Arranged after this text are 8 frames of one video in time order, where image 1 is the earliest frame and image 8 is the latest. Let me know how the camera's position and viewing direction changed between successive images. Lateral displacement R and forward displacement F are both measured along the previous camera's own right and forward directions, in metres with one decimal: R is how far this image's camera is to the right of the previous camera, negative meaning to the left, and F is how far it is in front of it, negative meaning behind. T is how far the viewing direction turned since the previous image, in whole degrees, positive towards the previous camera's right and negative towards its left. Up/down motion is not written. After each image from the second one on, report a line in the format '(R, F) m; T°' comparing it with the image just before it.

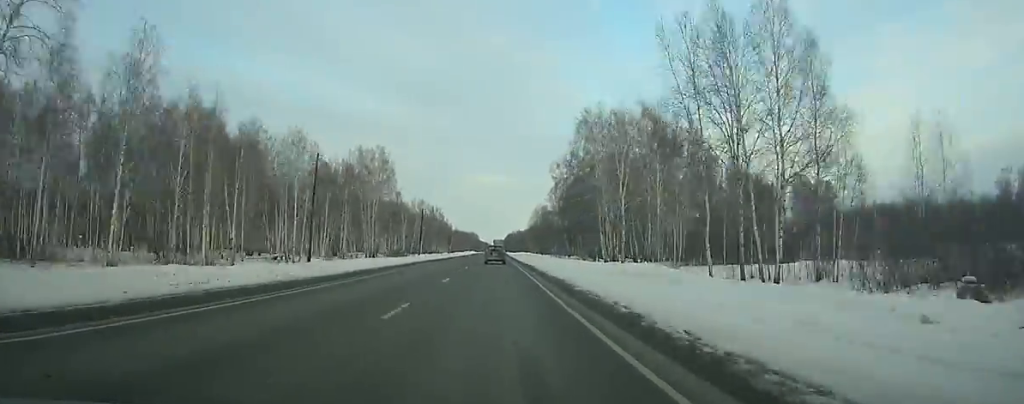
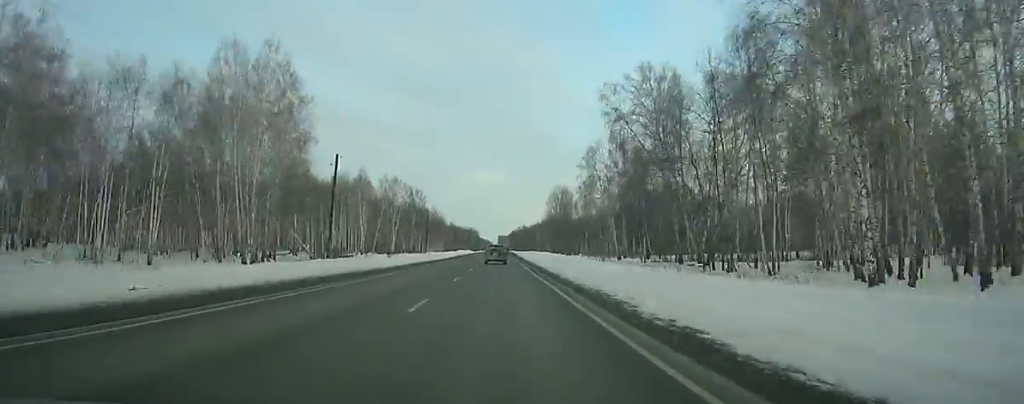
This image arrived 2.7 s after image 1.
(-0.1, +69.2) m; 0°
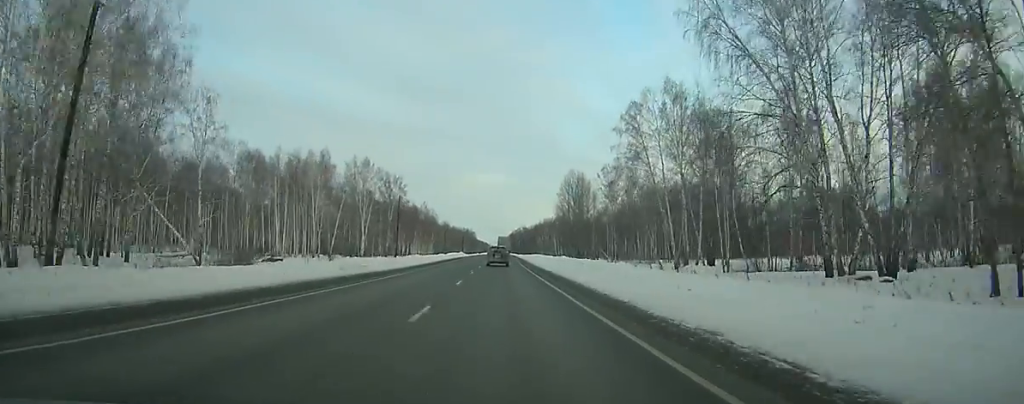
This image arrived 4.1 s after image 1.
(-0.1, +35.6) m; 0°
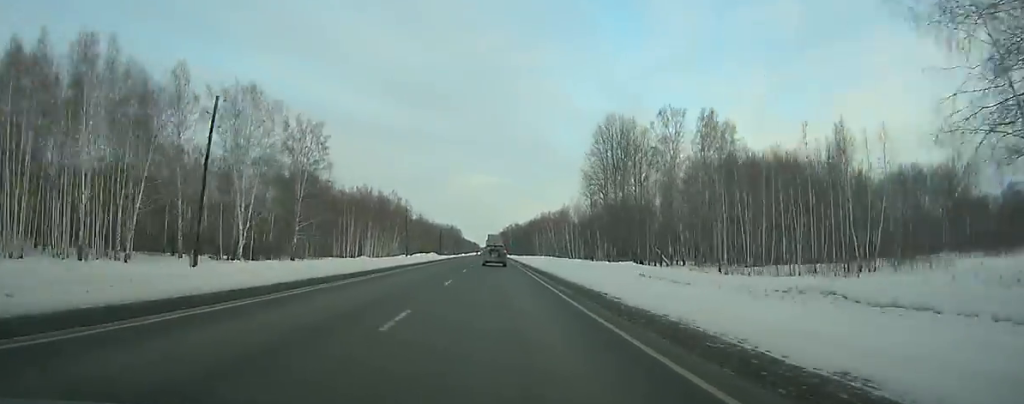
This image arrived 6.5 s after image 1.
(+0.4, +59.5) m; 0°
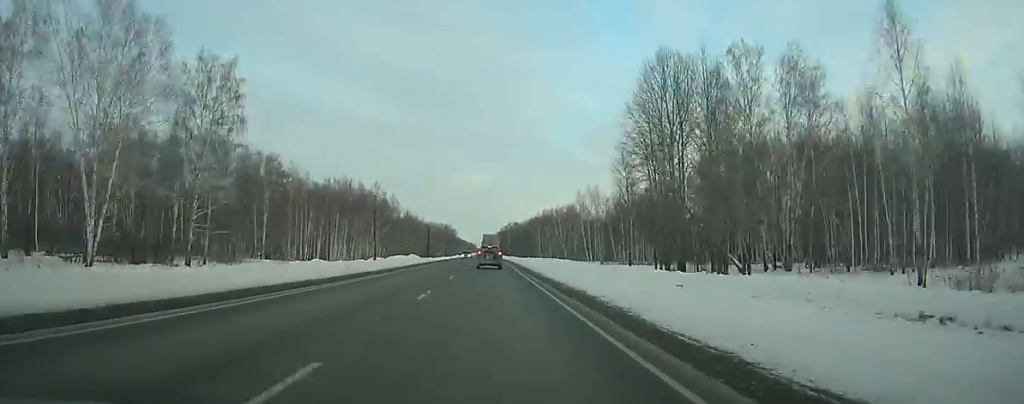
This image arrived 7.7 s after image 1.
(+0.1, +29.3) m; 0°
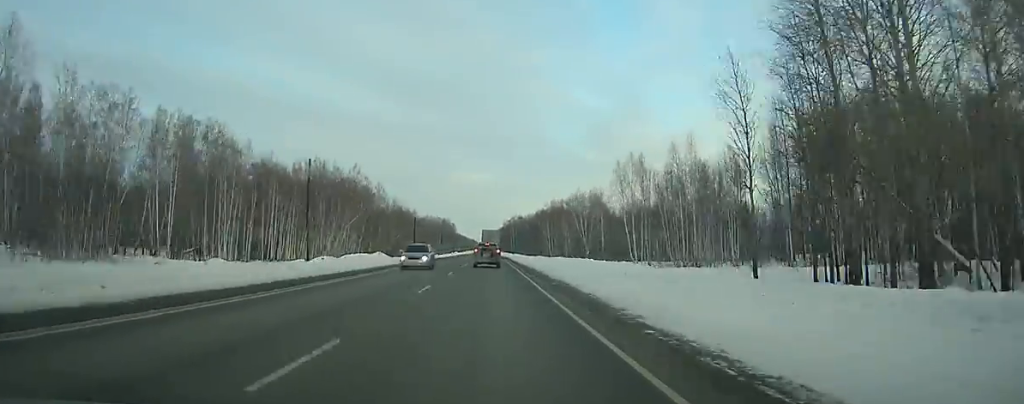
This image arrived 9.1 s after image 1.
(+0.1, +33.0) m; 0°
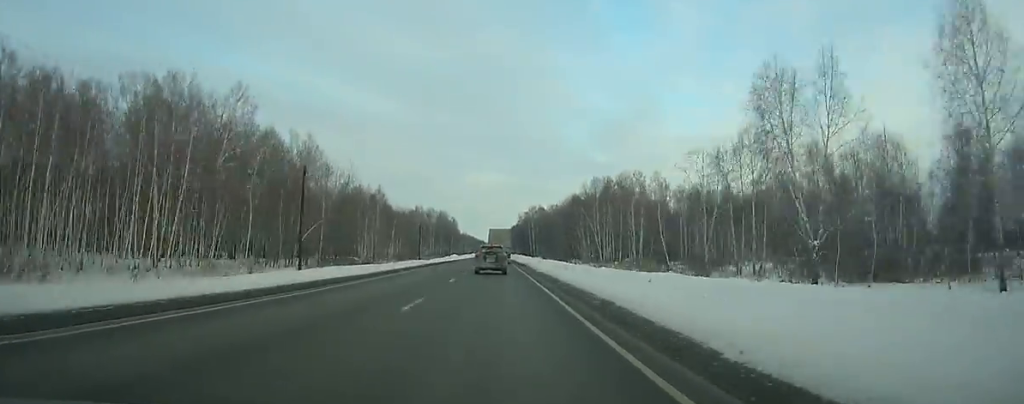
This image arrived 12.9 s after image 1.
(-0.4, +86.9) m; -1°
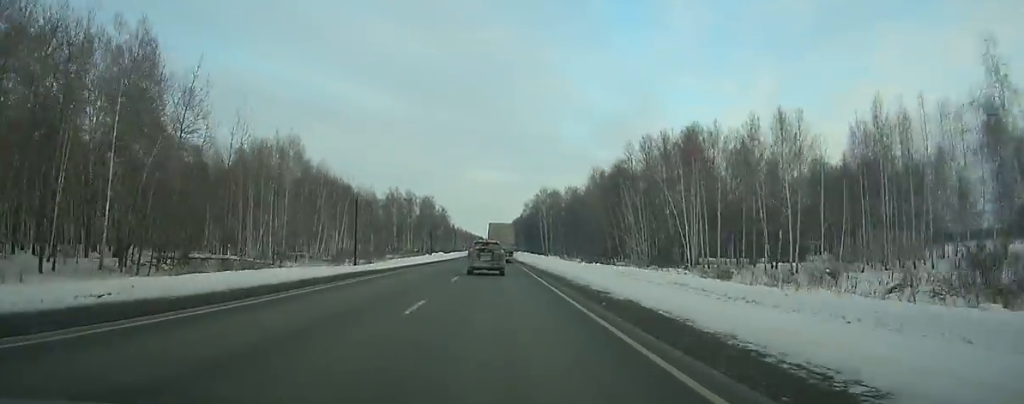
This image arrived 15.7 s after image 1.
(-0.2, +60.7) m; 0°
